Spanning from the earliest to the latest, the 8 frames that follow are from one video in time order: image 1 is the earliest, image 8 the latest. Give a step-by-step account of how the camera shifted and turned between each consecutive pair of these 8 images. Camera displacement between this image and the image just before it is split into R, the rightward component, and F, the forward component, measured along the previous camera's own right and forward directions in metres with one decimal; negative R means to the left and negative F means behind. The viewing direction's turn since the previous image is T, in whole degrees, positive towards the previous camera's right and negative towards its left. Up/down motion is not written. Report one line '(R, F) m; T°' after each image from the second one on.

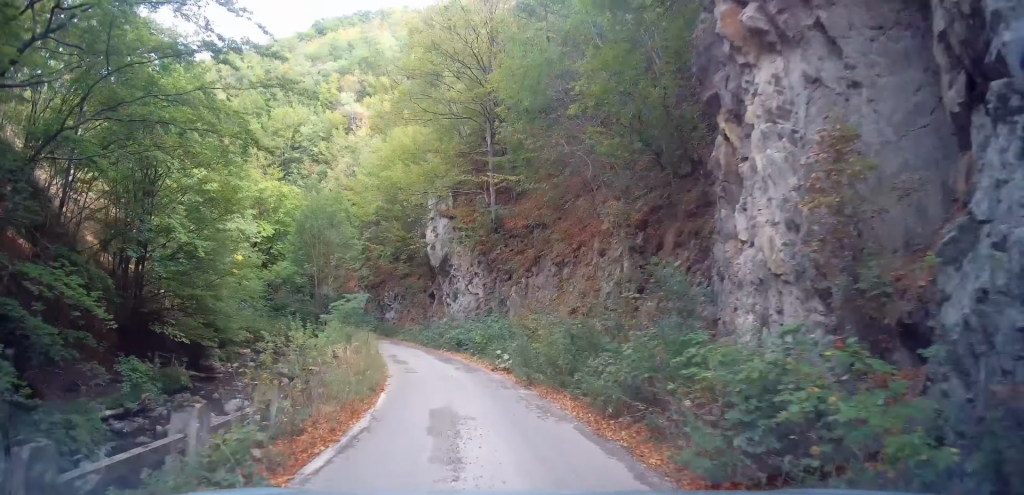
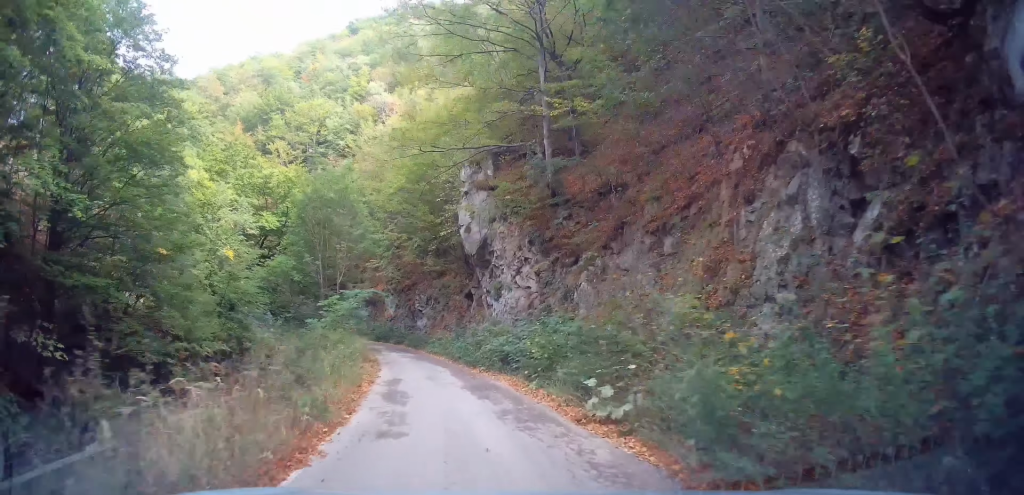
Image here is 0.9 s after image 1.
(-0.8, +8.8) m; -7°
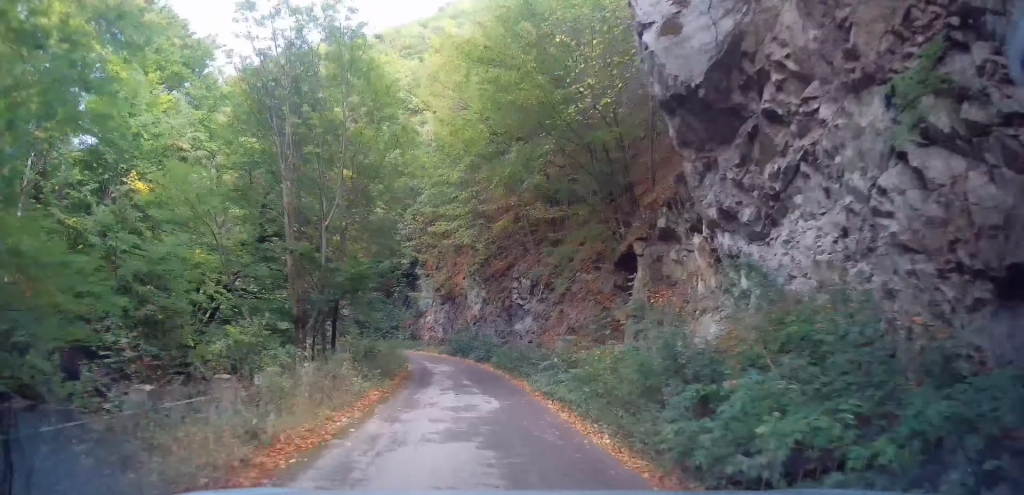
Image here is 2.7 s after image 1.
(-1.1, +18.7) m; -4°
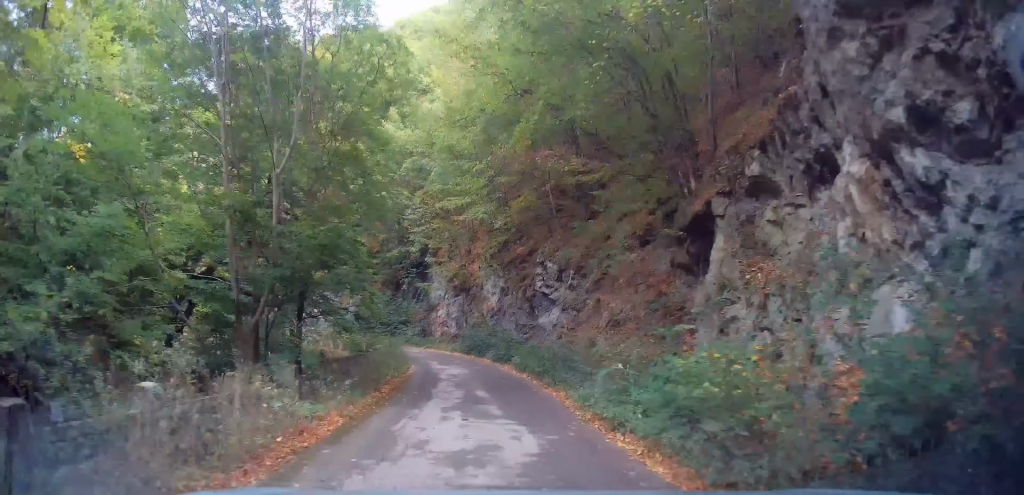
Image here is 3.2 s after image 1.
(0.0, +4.2) m; -1°
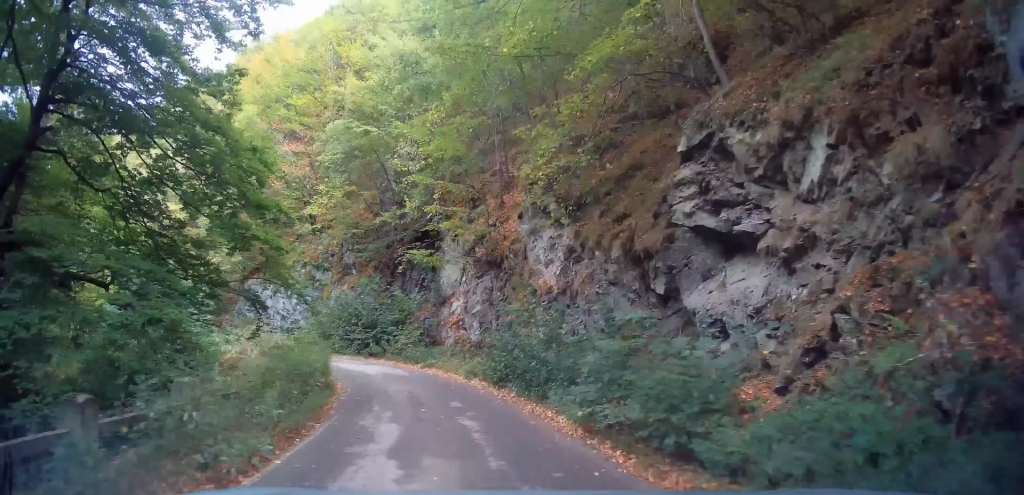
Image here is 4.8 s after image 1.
(-1.4, +14.7) m; -13°
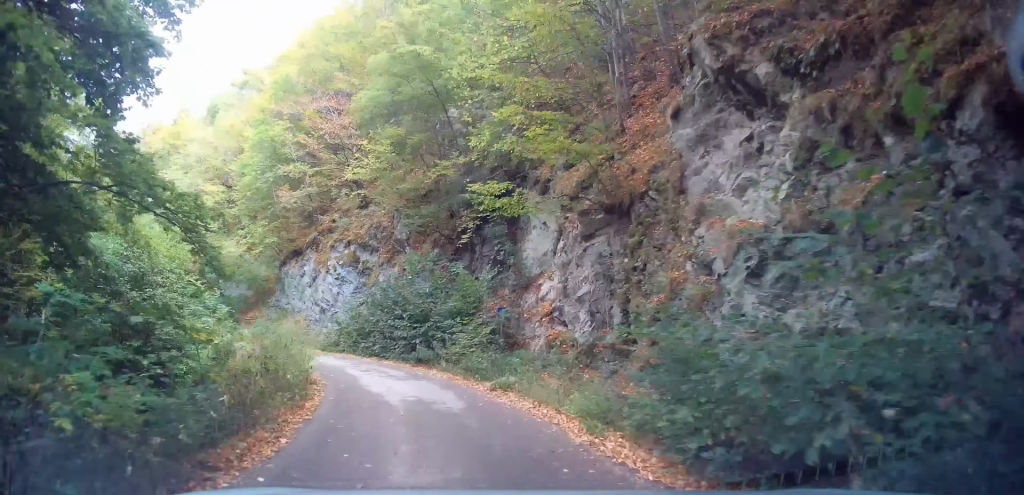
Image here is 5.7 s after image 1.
(-0.5, +8.0) m; -4°
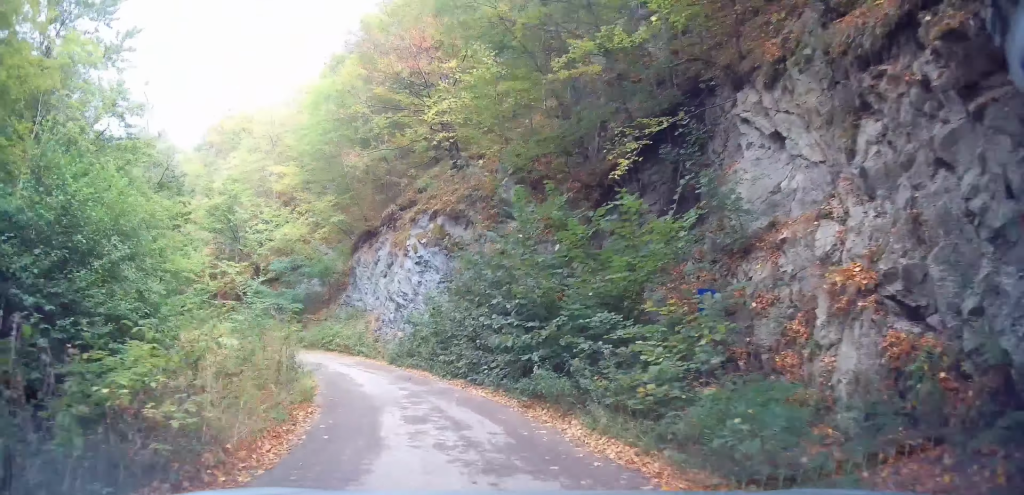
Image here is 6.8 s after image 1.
(-0.1, +9.1) m; -12°
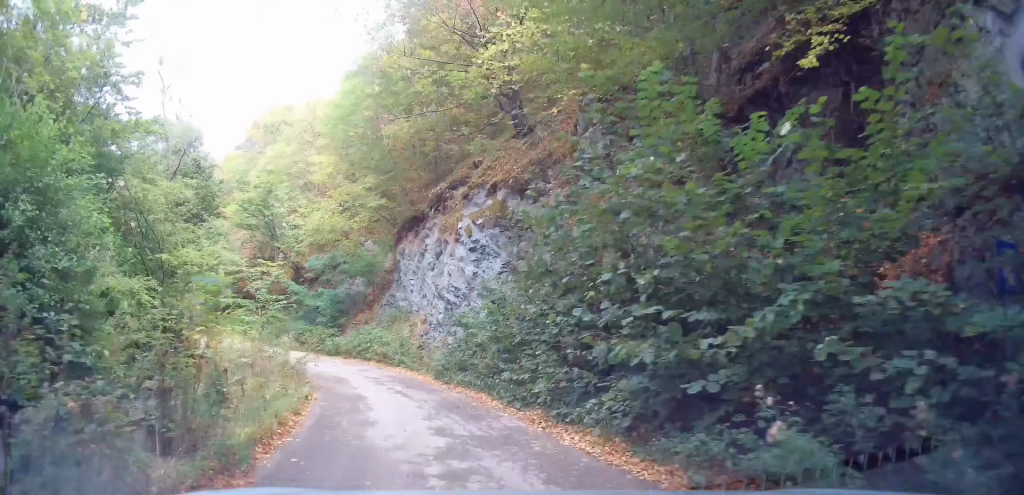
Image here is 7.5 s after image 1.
(-0.8, +4.8) m; -10°
